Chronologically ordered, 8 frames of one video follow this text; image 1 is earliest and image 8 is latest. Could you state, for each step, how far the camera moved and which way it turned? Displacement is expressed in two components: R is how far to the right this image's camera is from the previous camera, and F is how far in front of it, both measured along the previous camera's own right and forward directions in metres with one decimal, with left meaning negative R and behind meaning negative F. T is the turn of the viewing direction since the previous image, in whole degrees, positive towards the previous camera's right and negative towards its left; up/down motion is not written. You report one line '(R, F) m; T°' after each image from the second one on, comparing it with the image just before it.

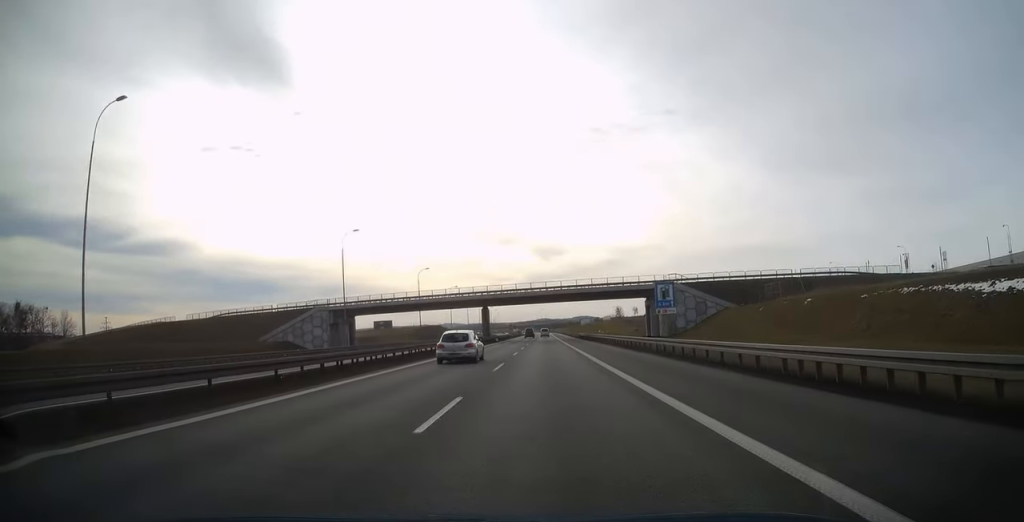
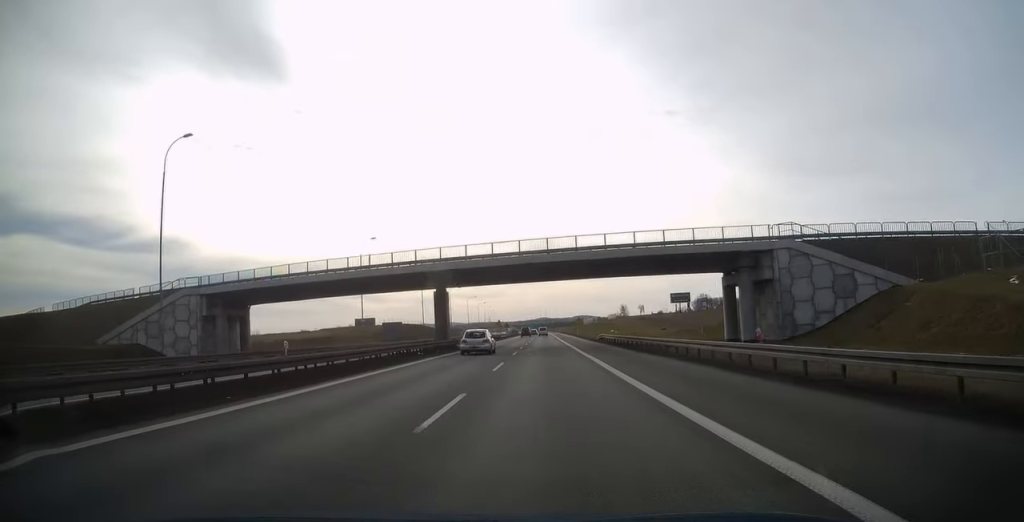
(0.0, +36.9) m; 0°
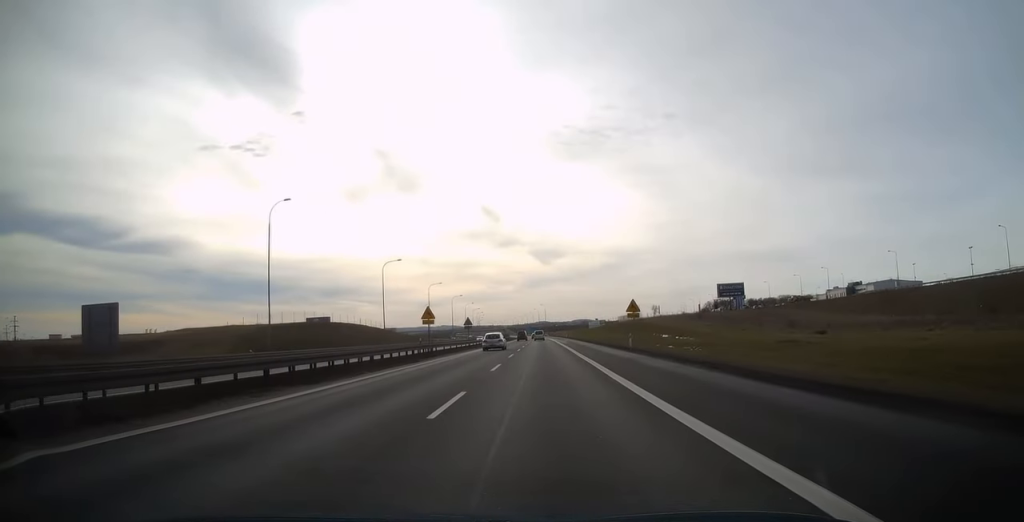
(0.0, +70.1) m; 0°
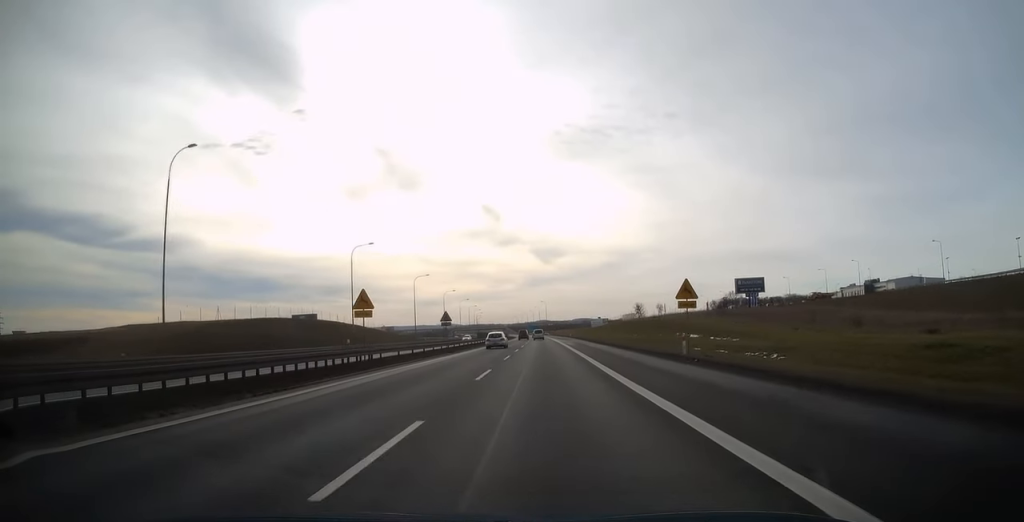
(0.0, +16.9) m; 0°
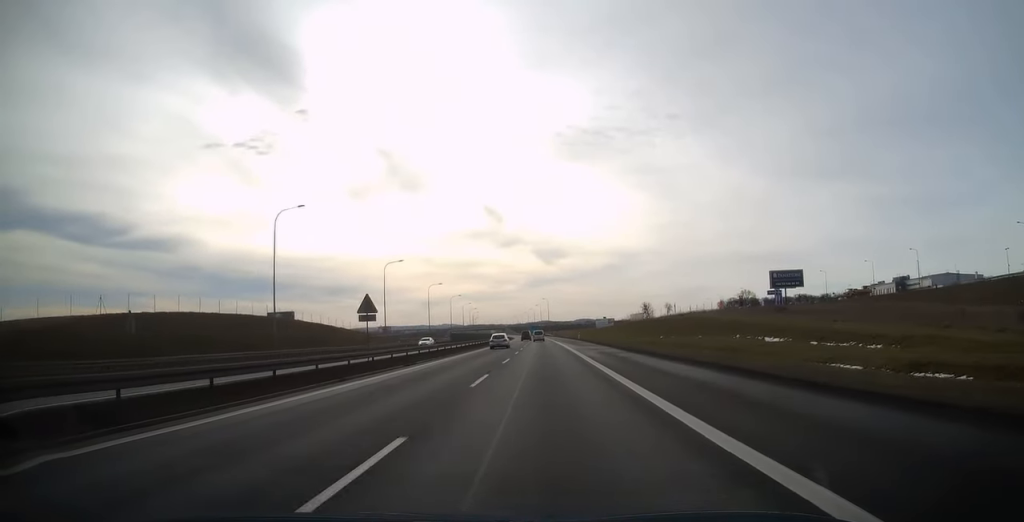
(0.0, +25.3) m; 0°
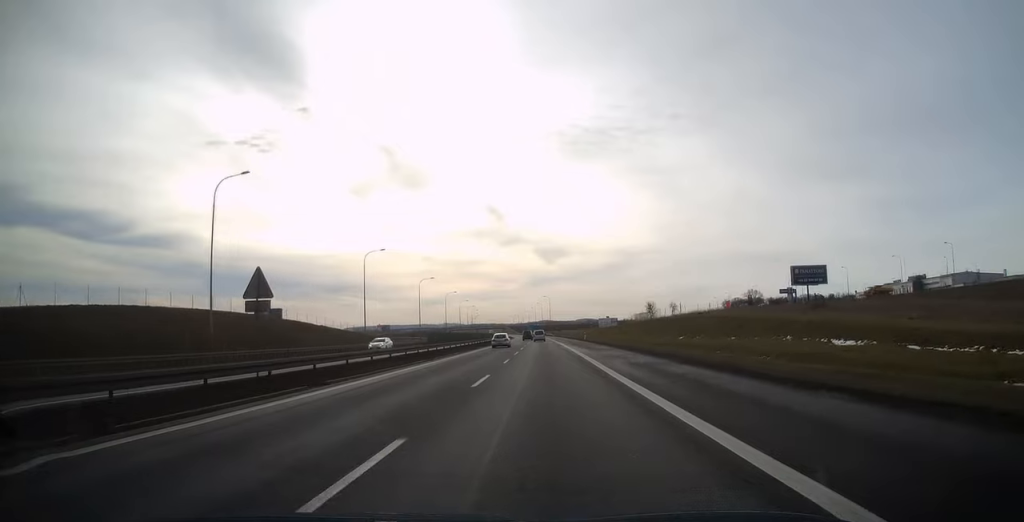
(0.0, +12.2) m; 0°
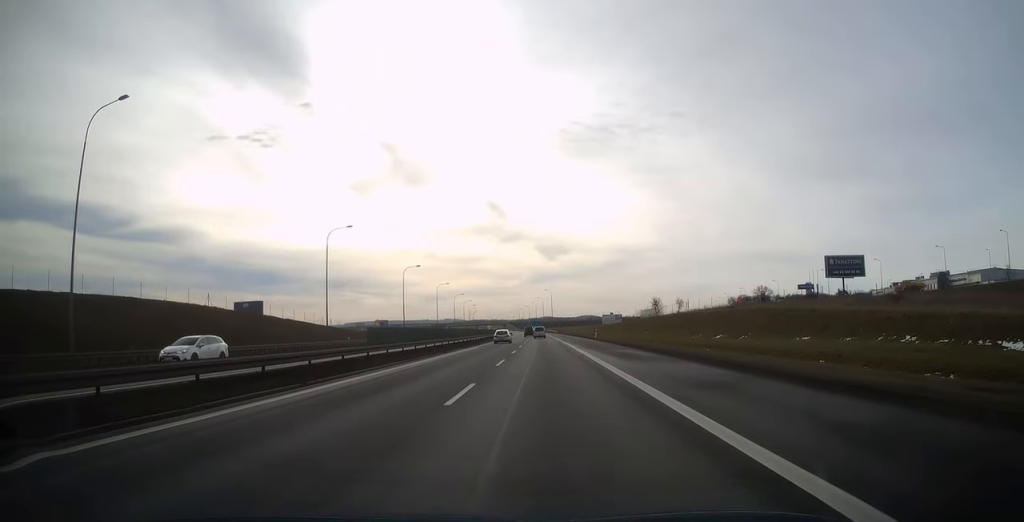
(0.0, +16.4) m; 0°
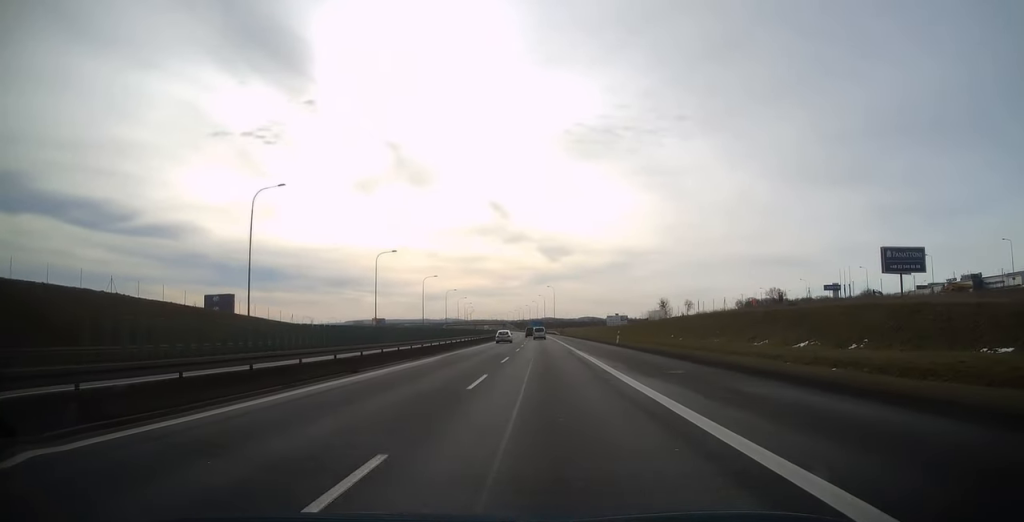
(-0.1, +20.6) m; 0°
